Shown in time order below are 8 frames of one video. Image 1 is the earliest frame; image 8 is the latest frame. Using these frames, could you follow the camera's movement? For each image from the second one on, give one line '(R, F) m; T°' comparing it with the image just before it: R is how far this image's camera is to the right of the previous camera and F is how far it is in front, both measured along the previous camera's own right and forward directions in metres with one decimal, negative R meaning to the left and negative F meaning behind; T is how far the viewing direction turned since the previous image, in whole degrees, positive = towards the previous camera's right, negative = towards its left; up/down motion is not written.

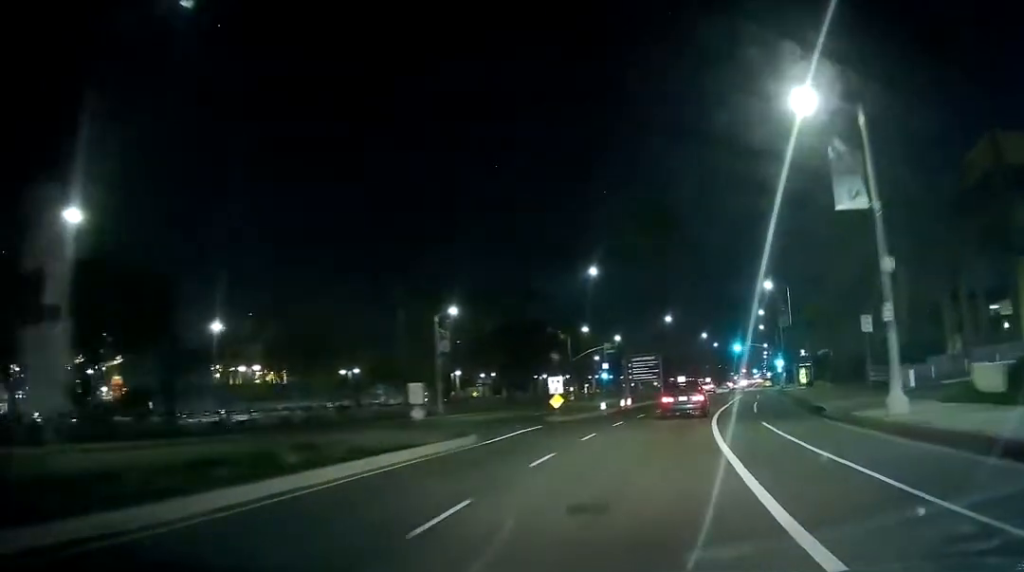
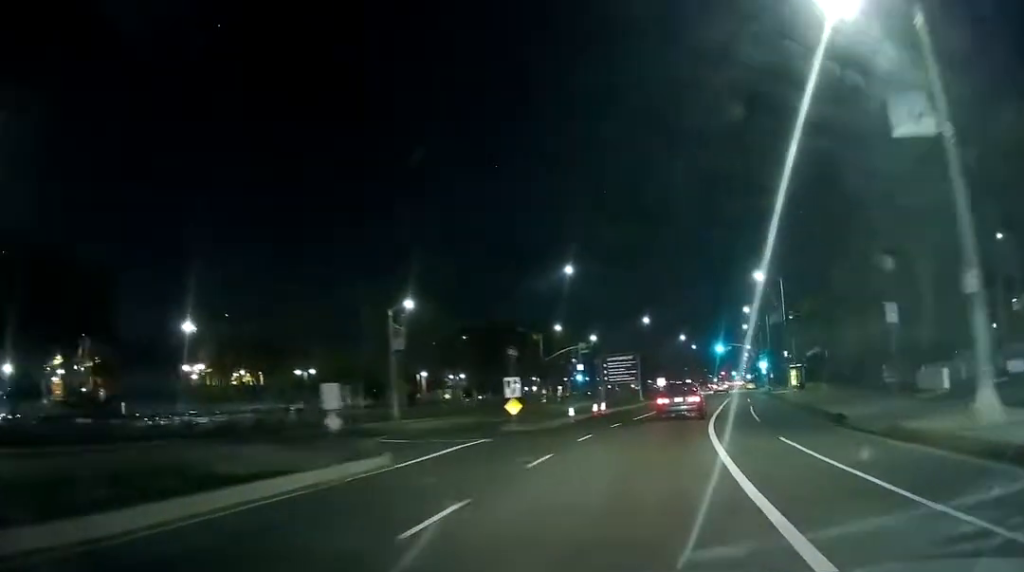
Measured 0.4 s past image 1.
(+0.1, +6.1) m; +2°
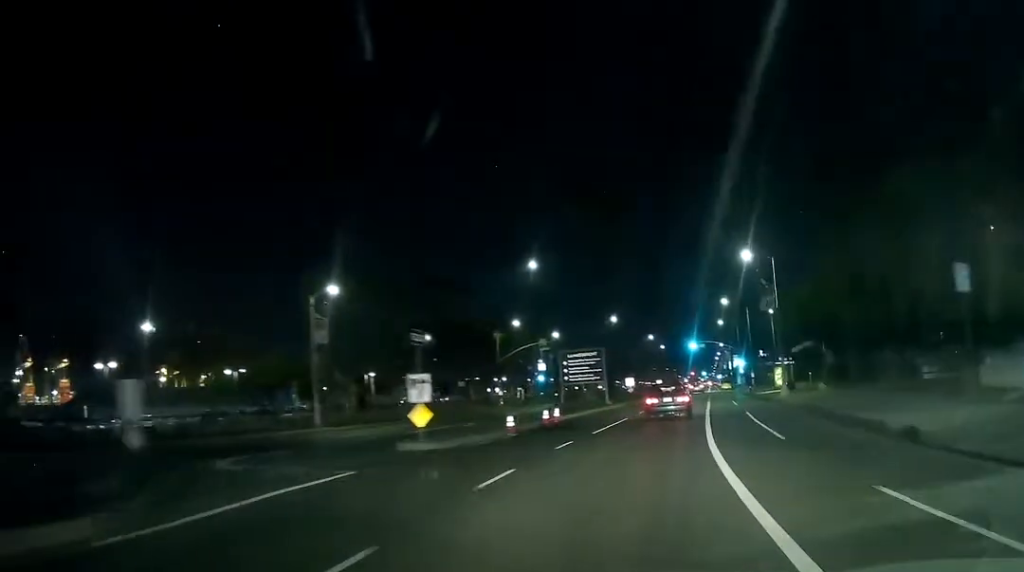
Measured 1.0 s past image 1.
(+0.3, +9.0) m; +3°
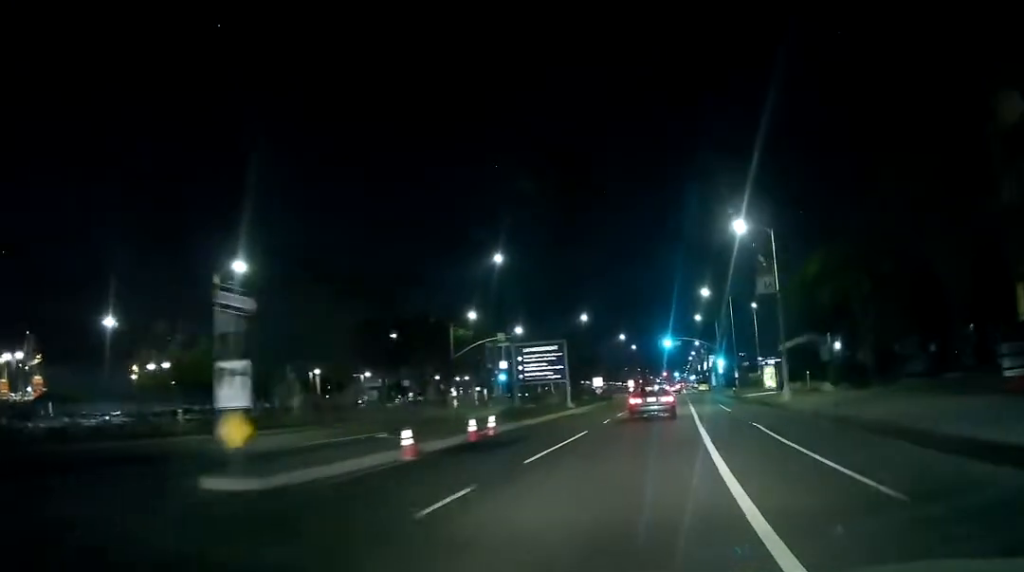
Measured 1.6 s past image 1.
(+0.1, +8.4) m; +3°
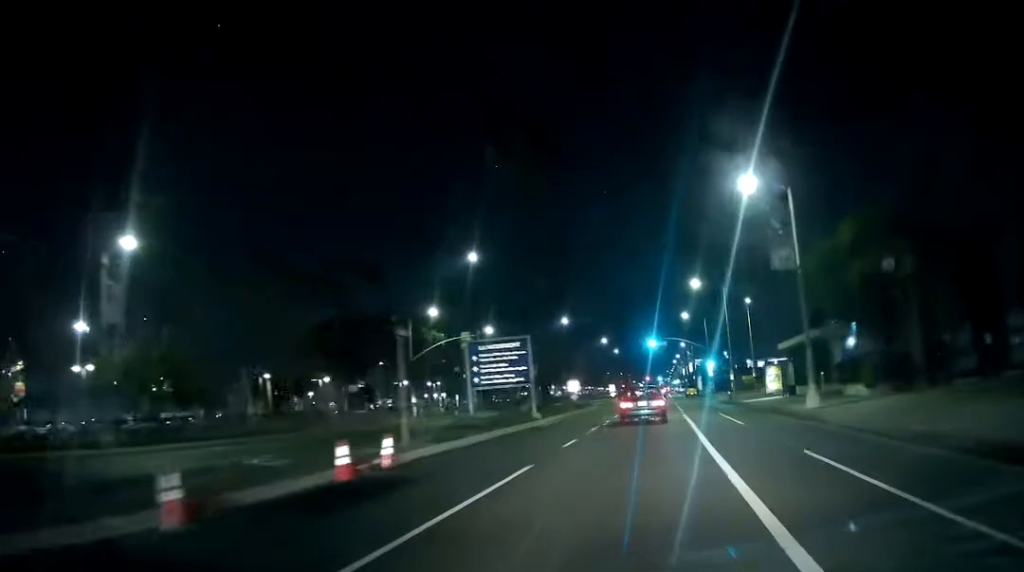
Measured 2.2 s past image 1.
(+0.4, +8.8) m; +2°
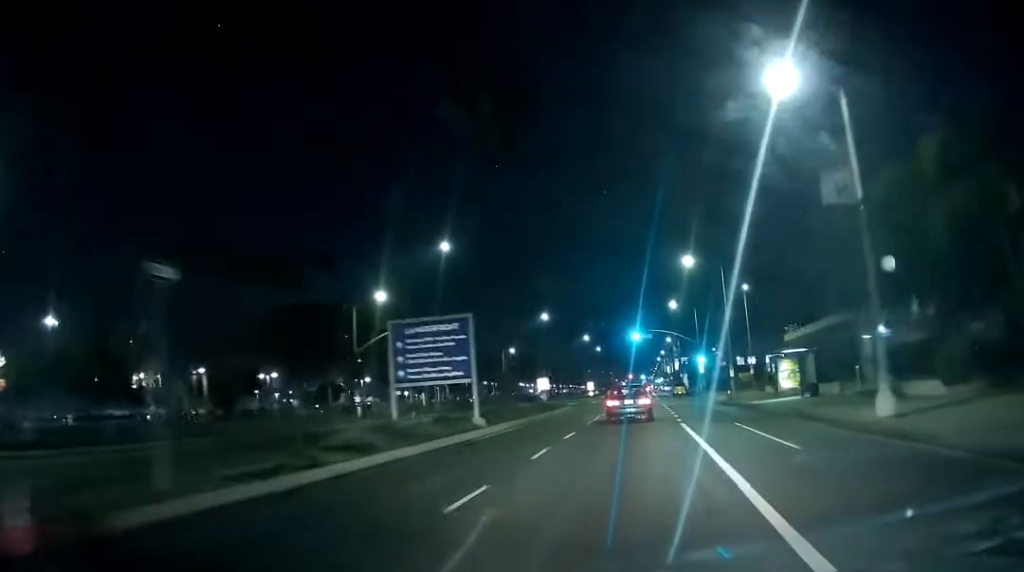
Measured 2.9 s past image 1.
(+0.3, +10.3) m; +2°
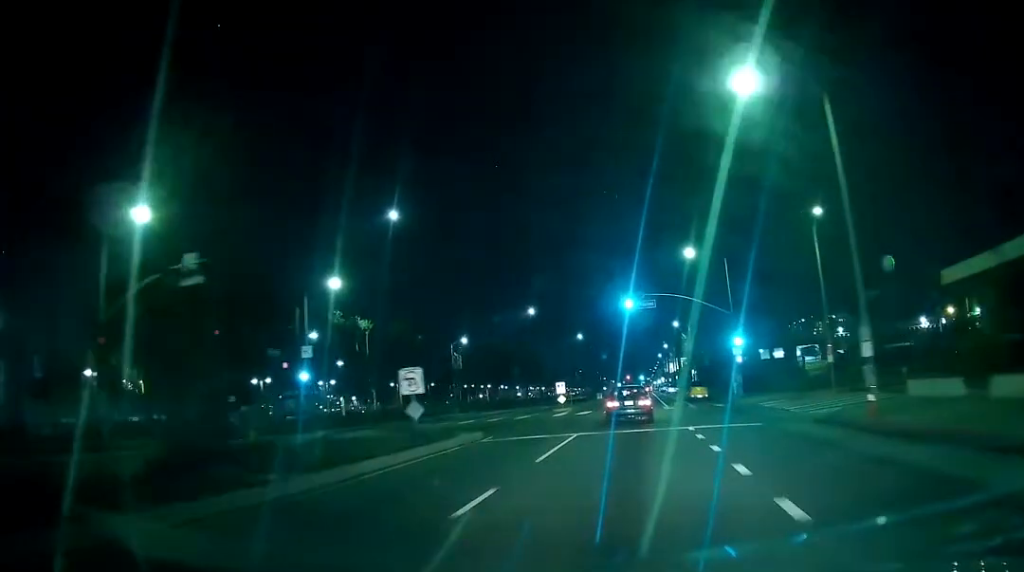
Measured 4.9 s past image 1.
(0.0, +30.3) m; 0°
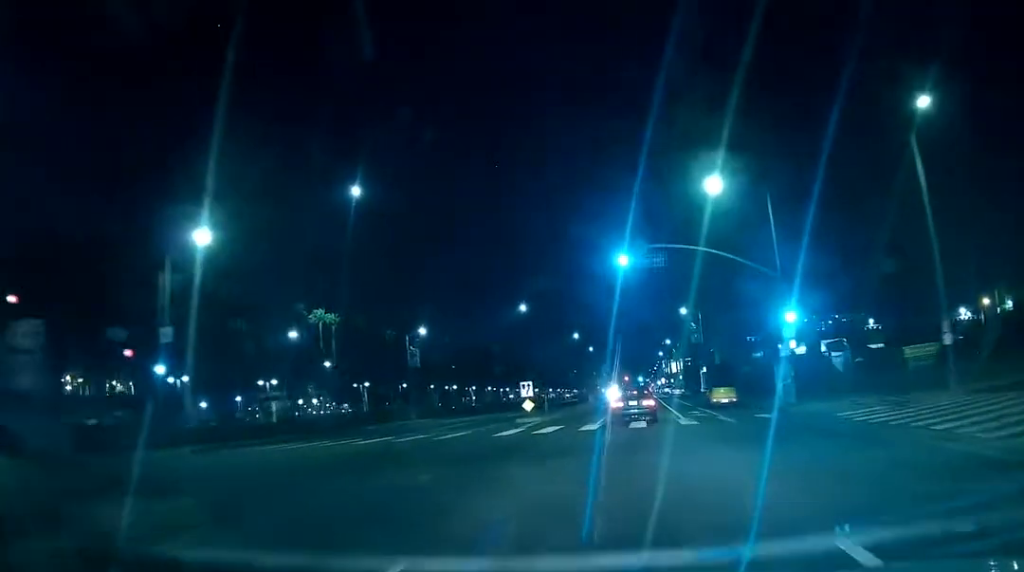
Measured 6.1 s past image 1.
(0.0, +17.2) m; 0°
